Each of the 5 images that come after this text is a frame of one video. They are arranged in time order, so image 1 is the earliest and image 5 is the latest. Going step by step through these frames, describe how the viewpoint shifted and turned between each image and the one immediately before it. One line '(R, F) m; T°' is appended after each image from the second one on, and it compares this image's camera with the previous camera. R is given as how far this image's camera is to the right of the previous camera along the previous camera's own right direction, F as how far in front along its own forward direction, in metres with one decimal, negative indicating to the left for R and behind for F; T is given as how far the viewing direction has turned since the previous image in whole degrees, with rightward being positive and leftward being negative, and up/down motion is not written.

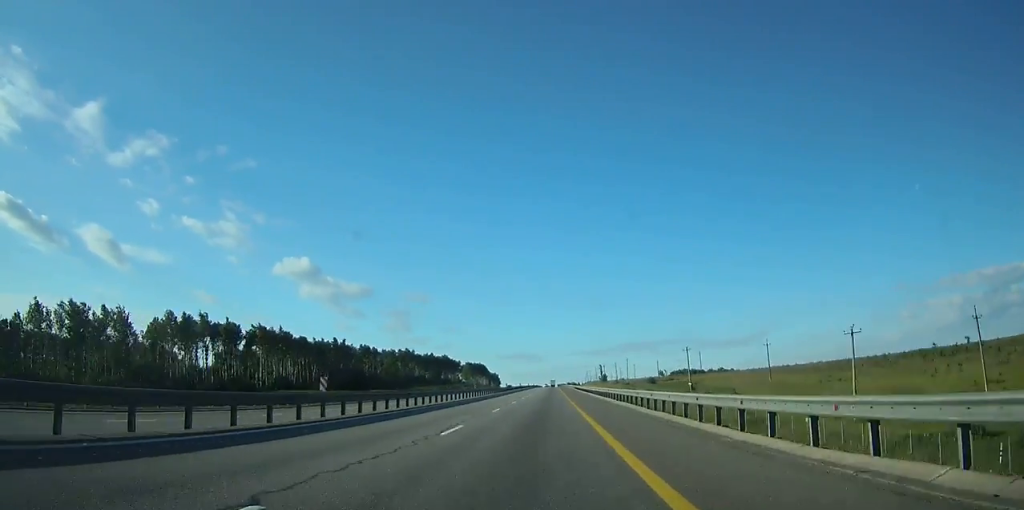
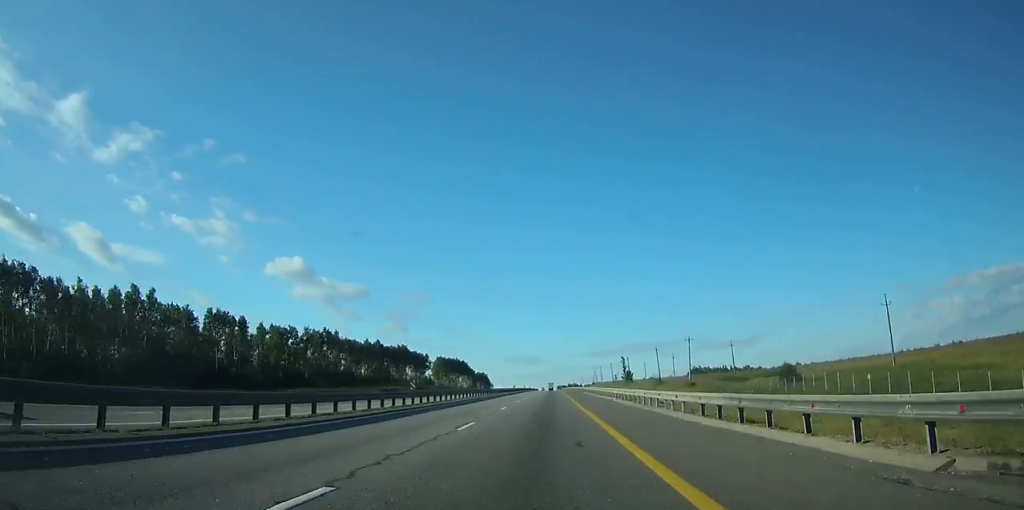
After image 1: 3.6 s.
(-0.2, +109.6) m; 0°
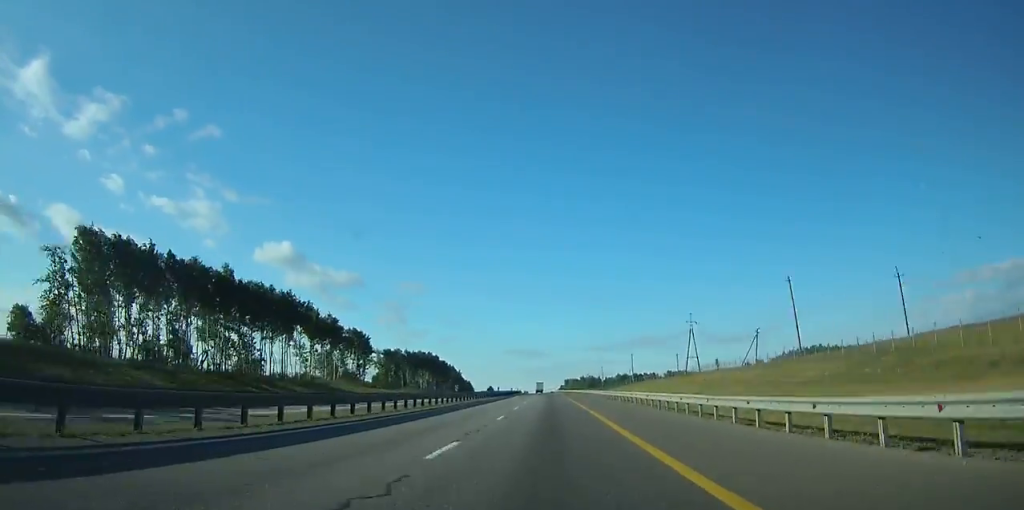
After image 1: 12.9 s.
(-0.9, +280.7) m; -1°
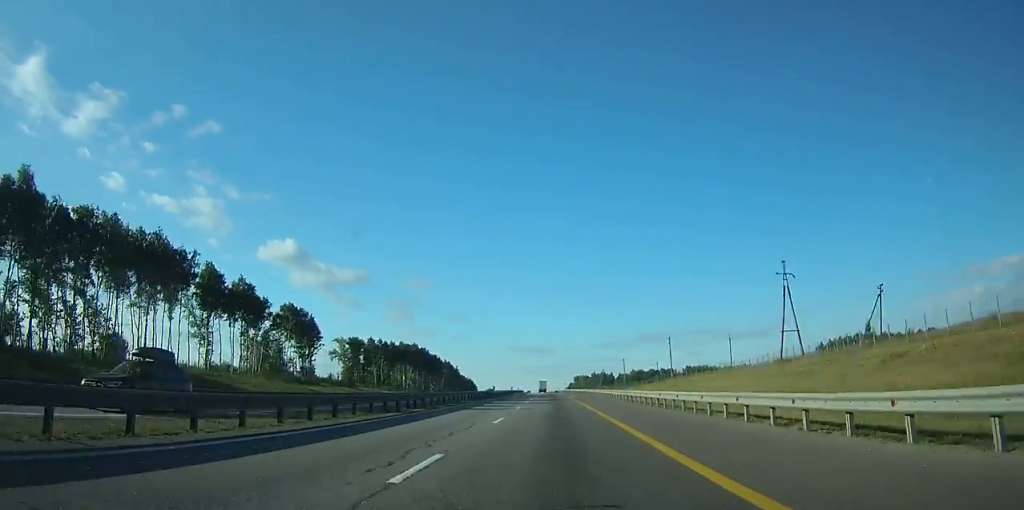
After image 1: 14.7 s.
(-0.4, +51.9) m; -1°
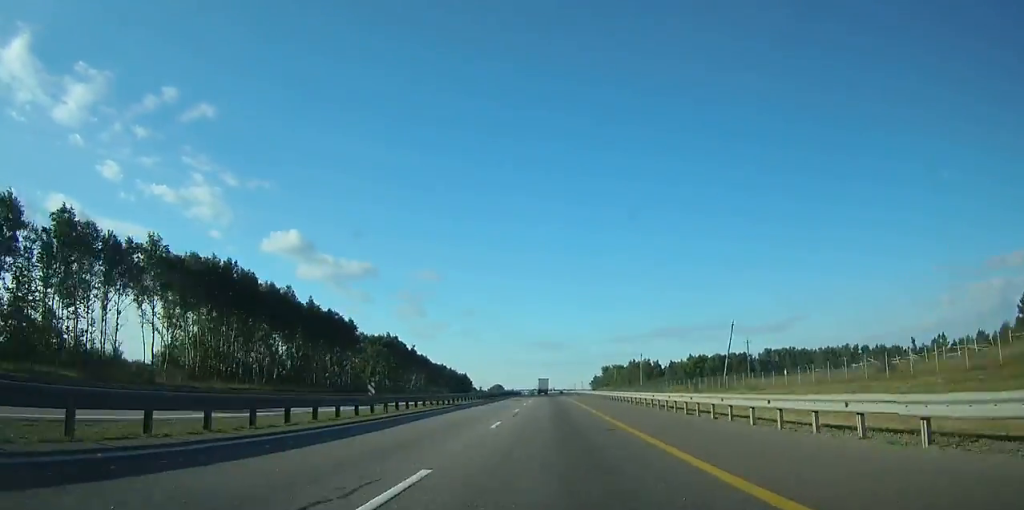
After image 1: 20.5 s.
(-2.4, +165.0) m; -2°
